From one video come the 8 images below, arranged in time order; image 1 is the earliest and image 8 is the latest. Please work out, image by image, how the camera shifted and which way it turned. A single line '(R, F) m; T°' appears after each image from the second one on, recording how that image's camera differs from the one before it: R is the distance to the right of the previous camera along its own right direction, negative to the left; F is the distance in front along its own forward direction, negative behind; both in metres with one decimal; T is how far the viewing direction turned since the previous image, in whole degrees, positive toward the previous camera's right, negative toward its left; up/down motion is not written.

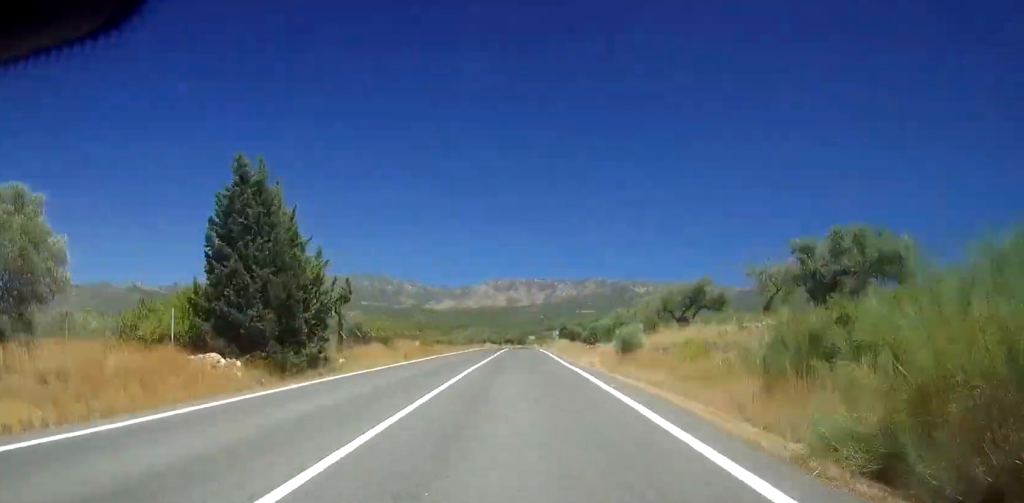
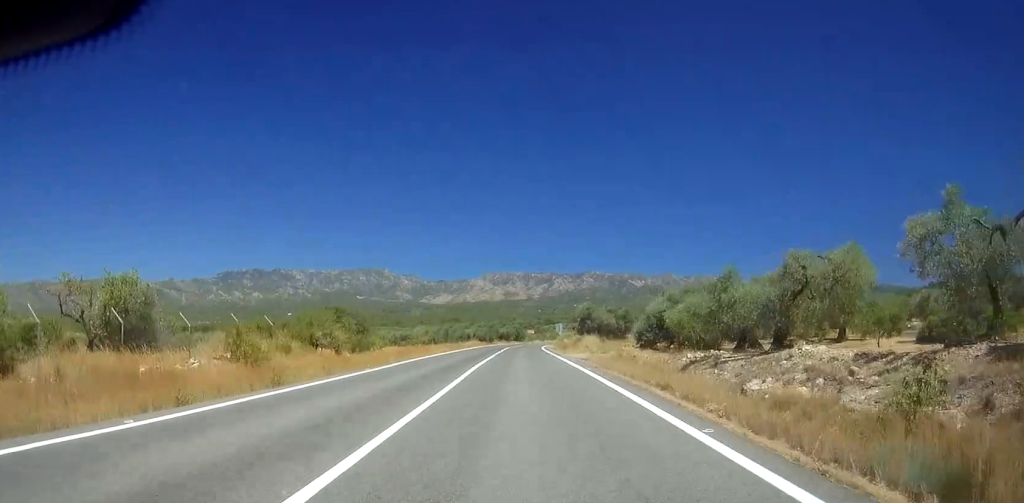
(+0.4, +44.8) m; +2°
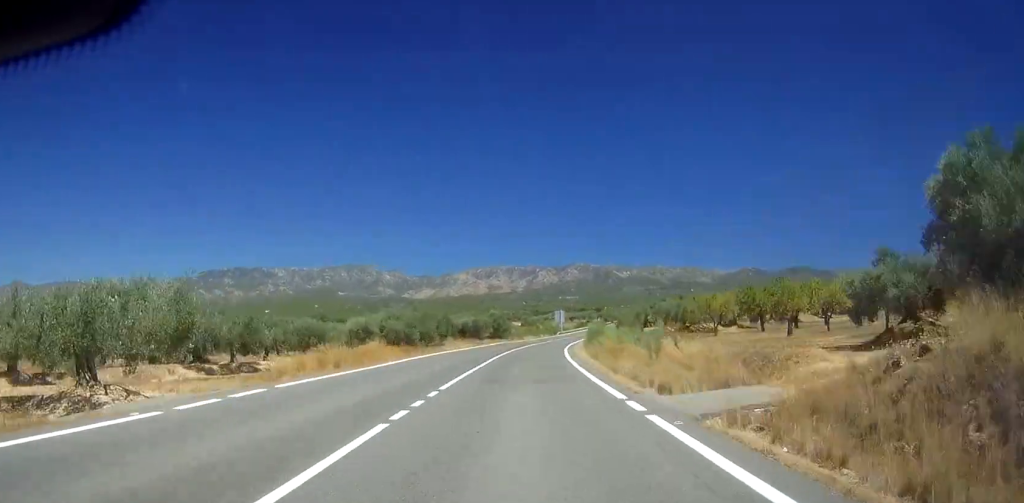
(+1.4, +78.8) m; +4°
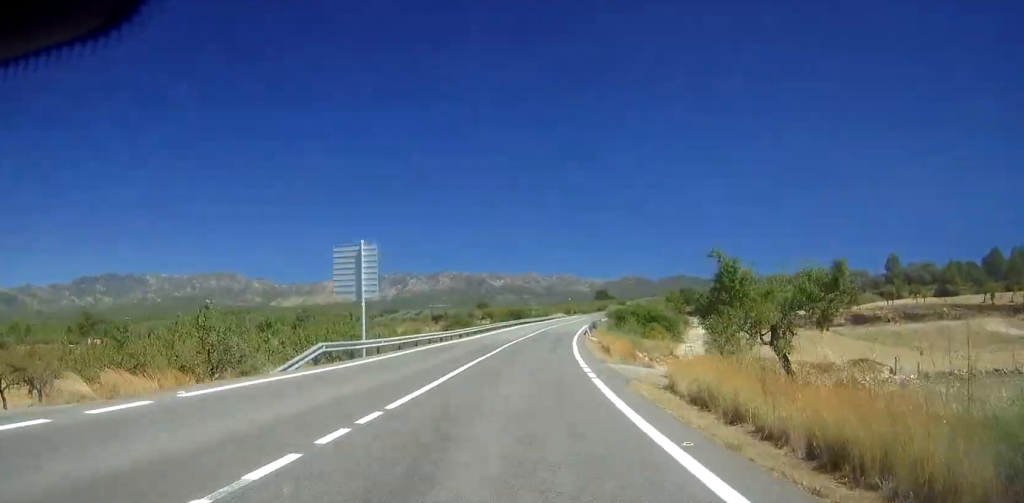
(+7.9, +130.4) m; +9°
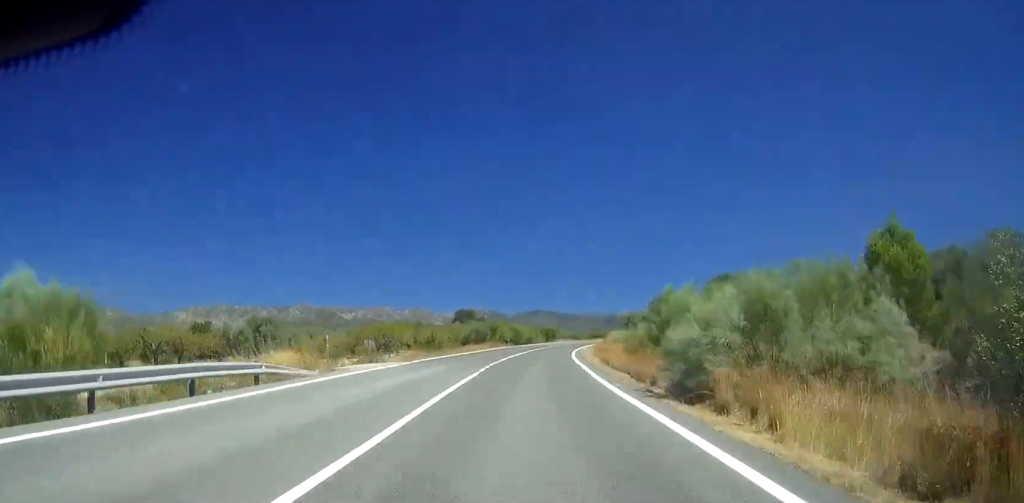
(+12.3, +123.7) m; +10°
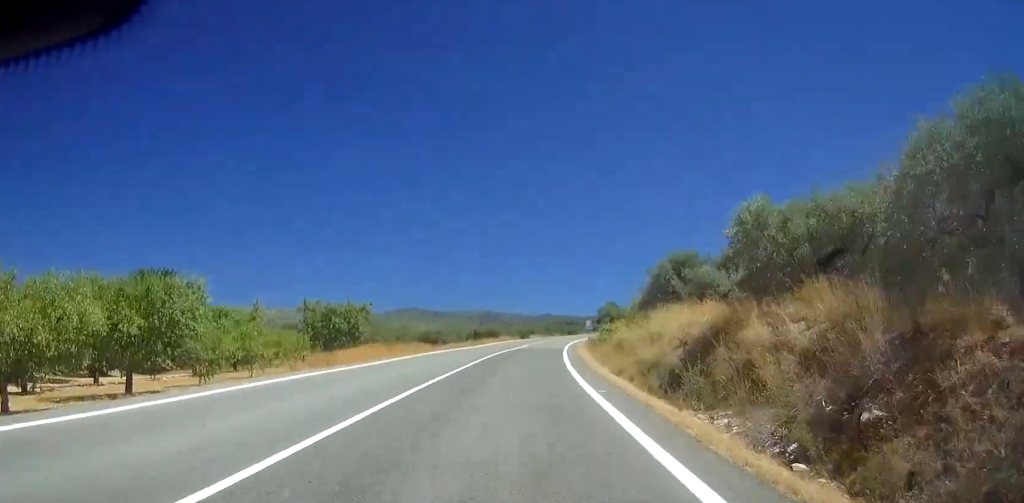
(+9.2, +112.0) m; +9°
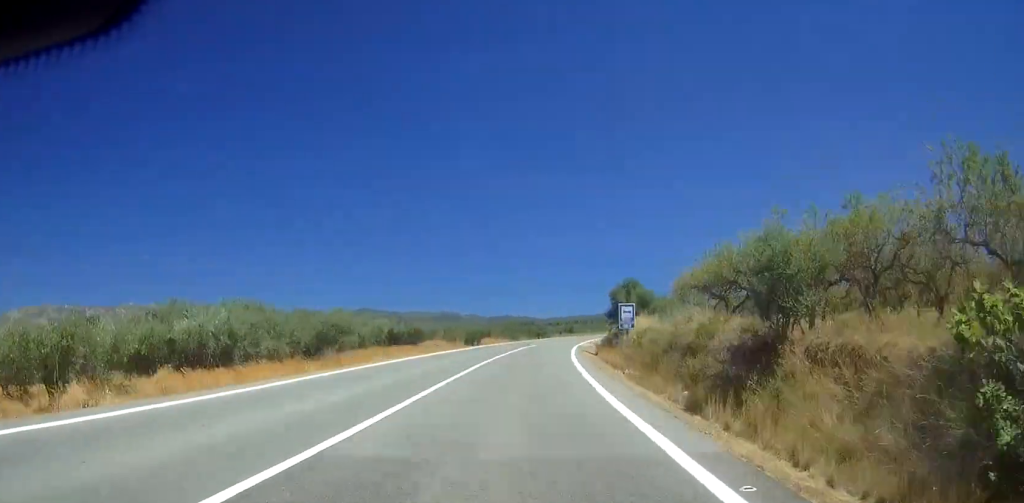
(+1.8, +47.8) m; +4°
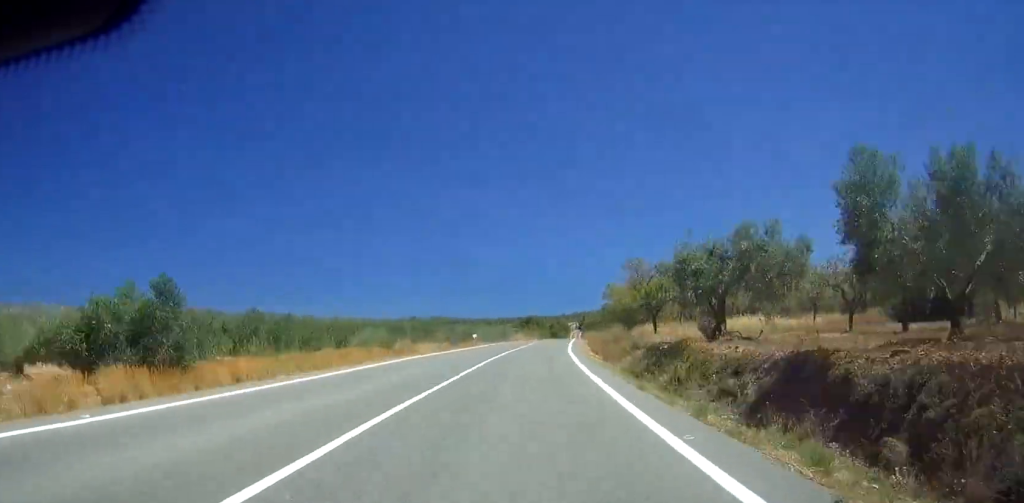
(+13.4, +143.0) m; +10°
